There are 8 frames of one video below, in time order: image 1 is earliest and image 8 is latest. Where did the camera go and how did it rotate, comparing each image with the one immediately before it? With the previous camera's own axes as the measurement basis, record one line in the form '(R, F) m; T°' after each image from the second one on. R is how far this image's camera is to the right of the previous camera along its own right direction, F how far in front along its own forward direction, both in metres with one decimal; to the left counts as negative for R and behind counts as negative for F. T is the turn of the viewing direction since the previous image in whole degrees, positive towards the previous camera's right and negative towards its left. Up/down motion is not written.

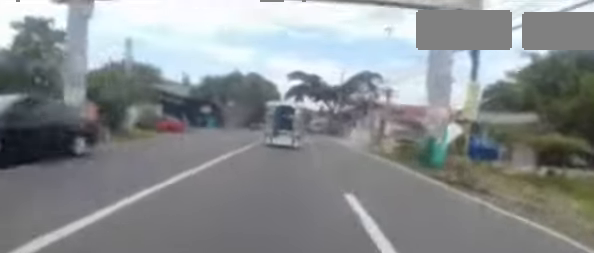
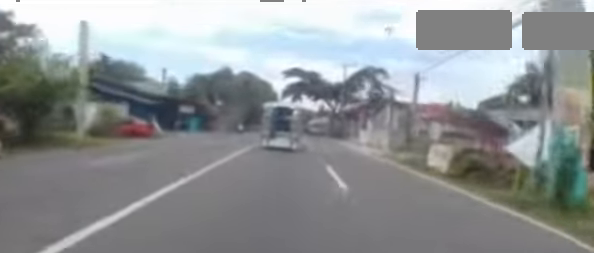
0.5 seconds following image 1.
(-0.1, +5.2) m; -1°
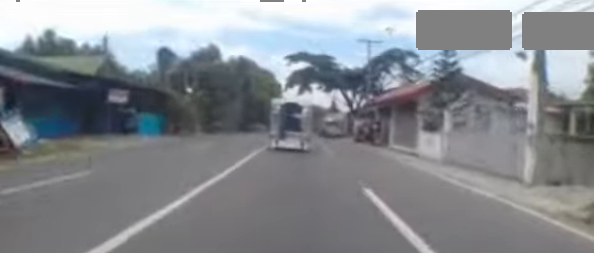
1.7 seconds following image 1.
(-0.1, +11.7) m; 0°
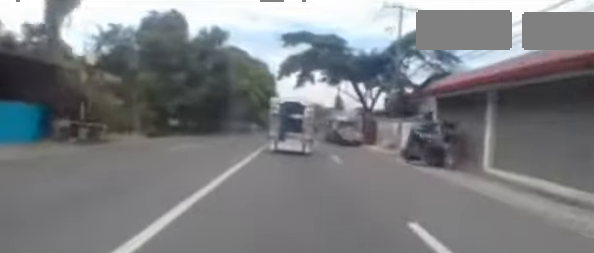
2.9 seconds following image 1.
(-0.1, +10.9) m; 0°
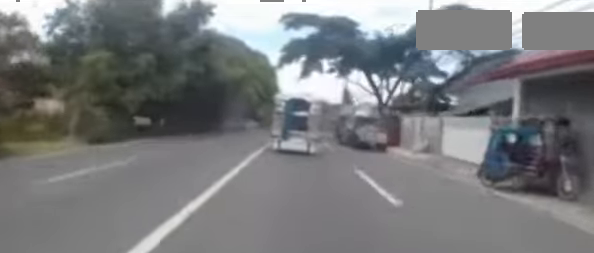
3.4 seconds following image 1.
(0.0, +5.2) m; 0°
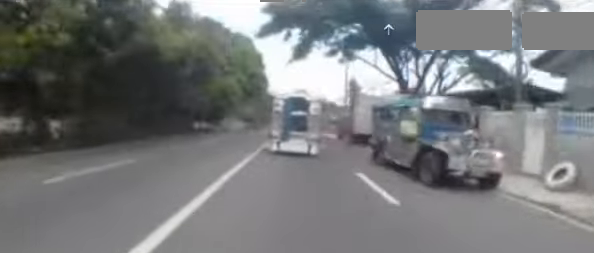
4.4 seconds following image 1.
(+0.3, +9.1) m; 0°
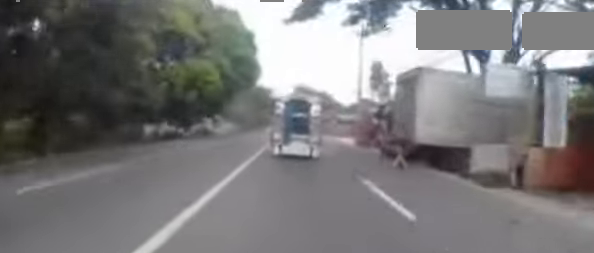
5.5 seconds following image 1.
(-0.2, +10.2) m; +3°
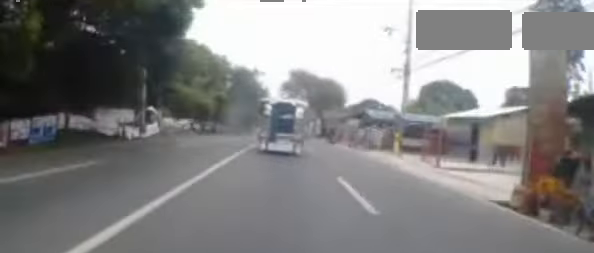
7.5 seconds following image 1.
(+0.1, +17.5) m; -5°
